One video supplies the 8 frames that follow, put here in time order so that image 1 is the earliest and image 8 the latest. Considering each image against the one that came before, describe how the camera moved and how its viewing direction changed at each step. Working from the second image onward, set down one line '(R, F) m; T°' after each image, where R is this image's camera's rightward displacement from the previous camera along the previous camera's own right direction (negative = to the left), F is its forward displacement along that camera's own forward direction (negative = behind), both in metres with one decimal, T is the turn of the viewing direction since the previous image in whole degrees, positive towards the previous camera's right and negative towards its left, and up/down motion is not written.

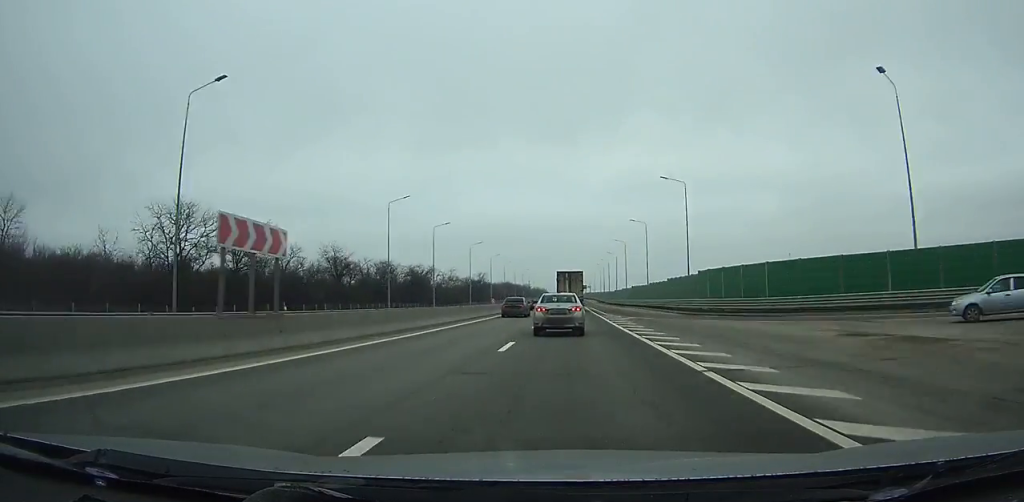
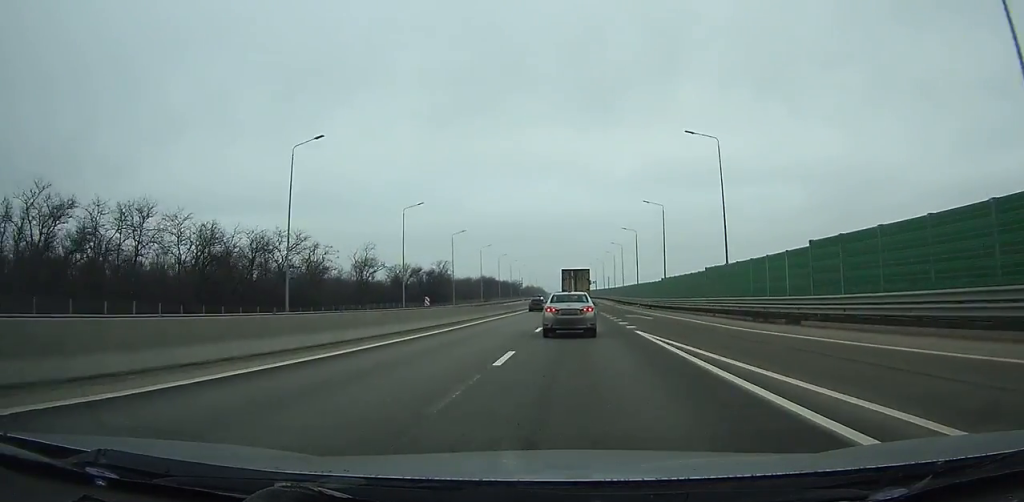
(+0.4, +74.8) m; 0°
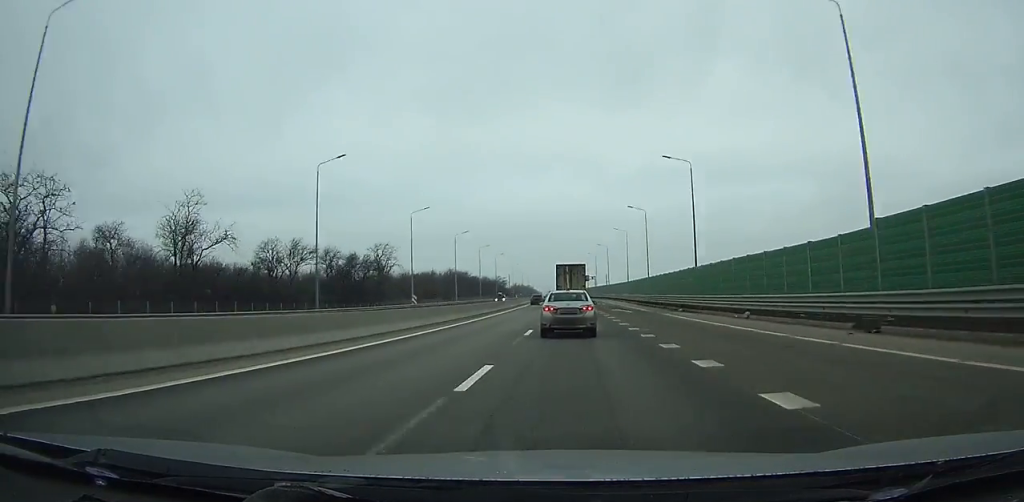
(+0.1, +51.2) m; 0°
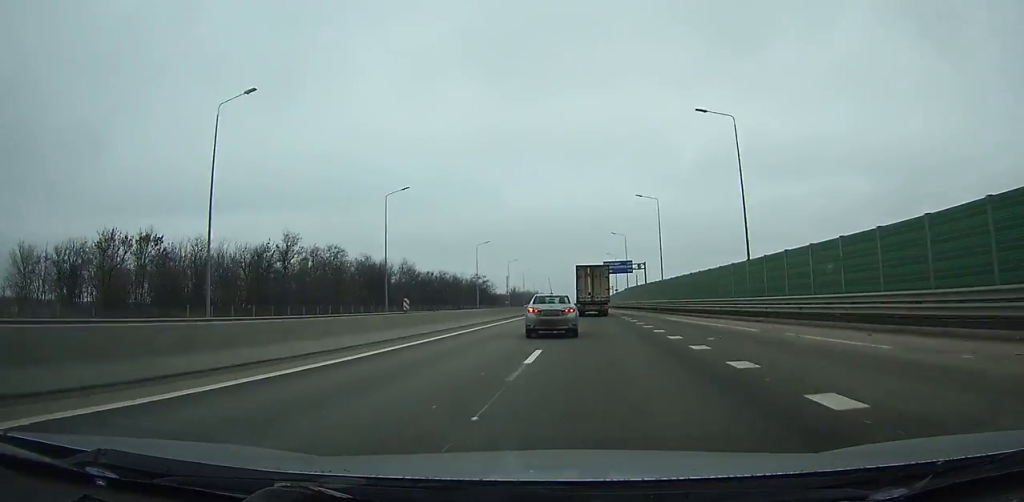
(-1.2, +106.8) m; -1°
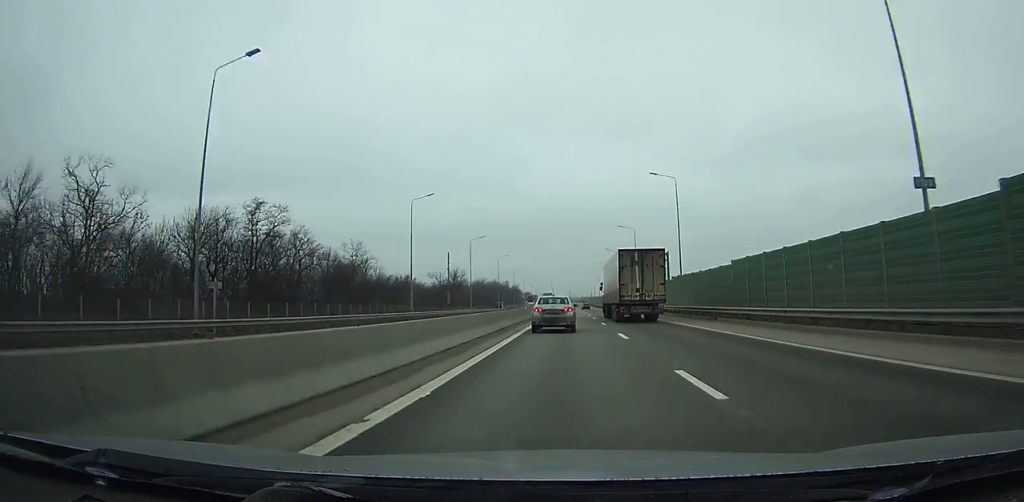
(+0.7, +127.7) m; +1°
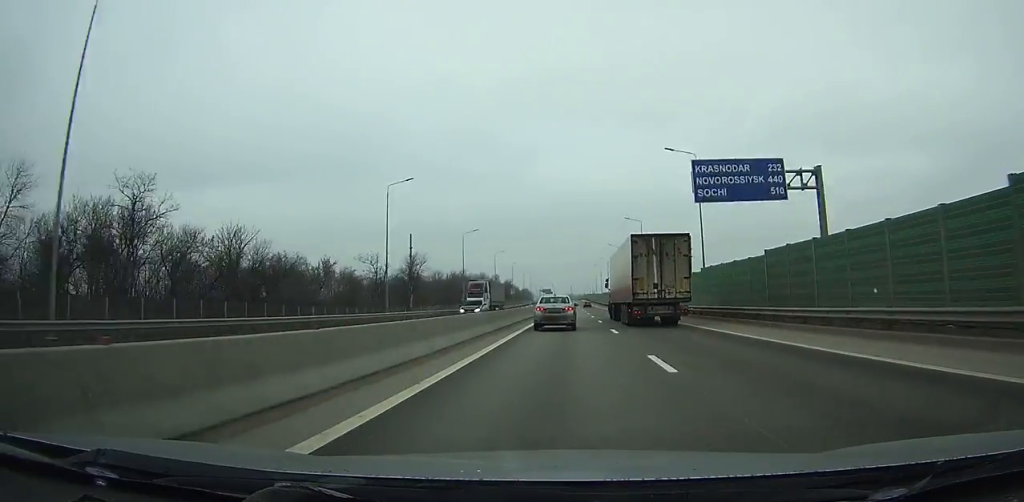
(+0.2, +45.7) m; 0°
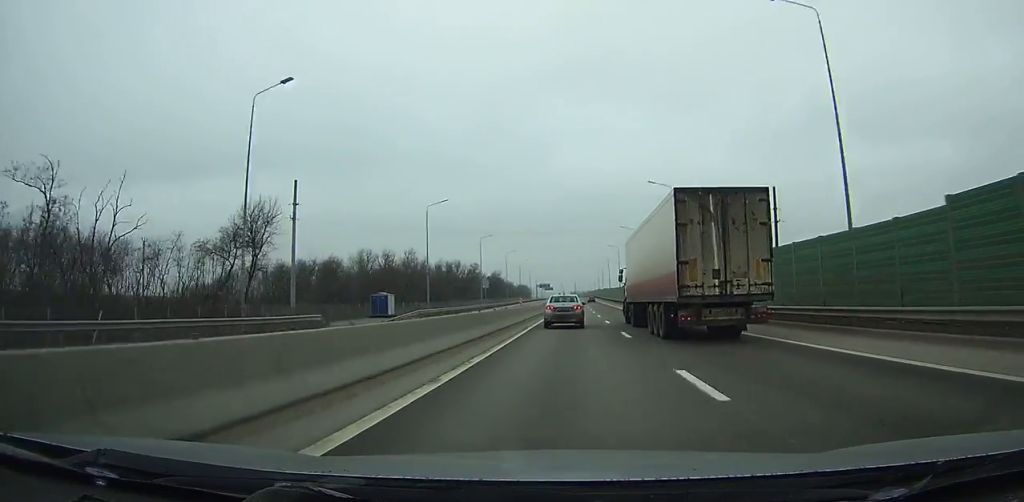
(0.0, +64.1) m; 0°
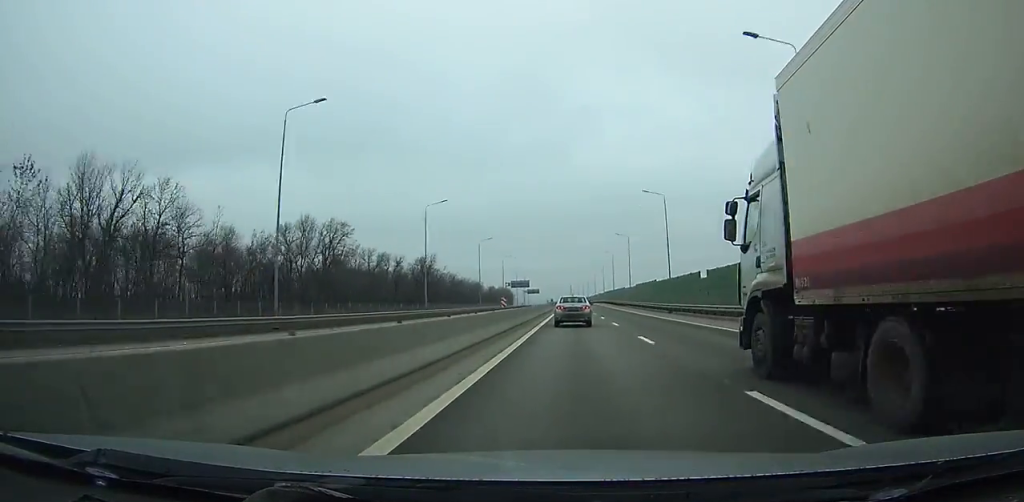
(0.0, +111.7) m; 0°
